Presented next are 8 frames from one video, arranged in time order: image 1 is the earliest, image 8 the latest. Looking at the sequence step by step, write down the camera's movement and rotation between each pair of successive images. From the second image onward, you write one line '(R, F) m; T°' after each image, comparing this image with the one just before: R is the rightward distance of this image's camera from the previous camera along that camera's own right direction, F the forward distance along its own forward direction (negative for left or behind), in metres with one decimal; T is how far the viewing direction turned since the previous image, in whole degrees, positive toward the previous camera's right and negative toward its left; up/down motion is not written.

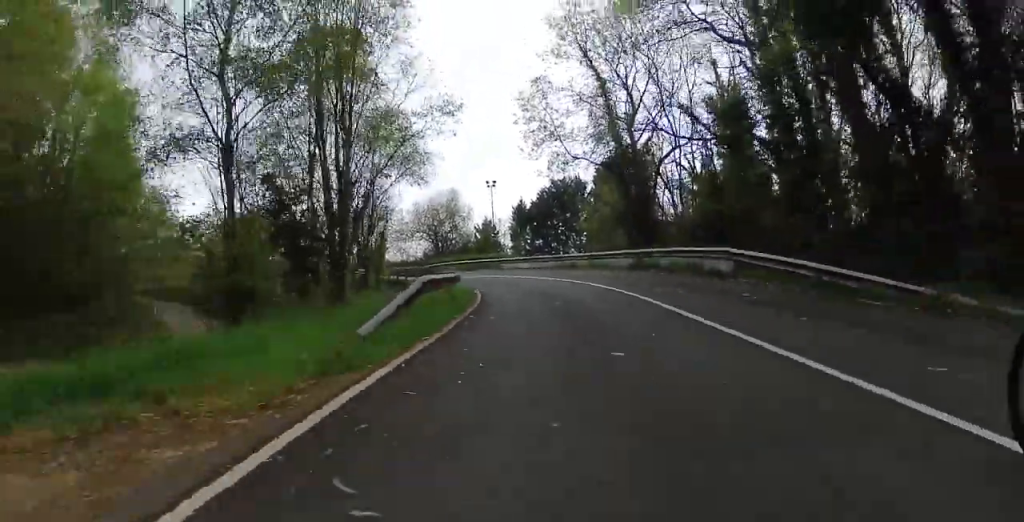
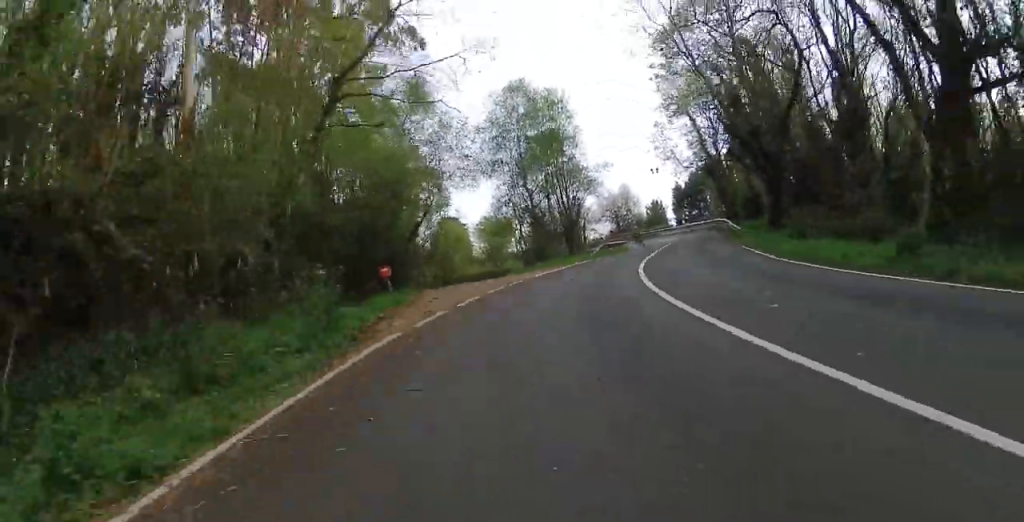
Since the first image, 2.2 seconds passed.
(+8.9, +21.0) m; +55°
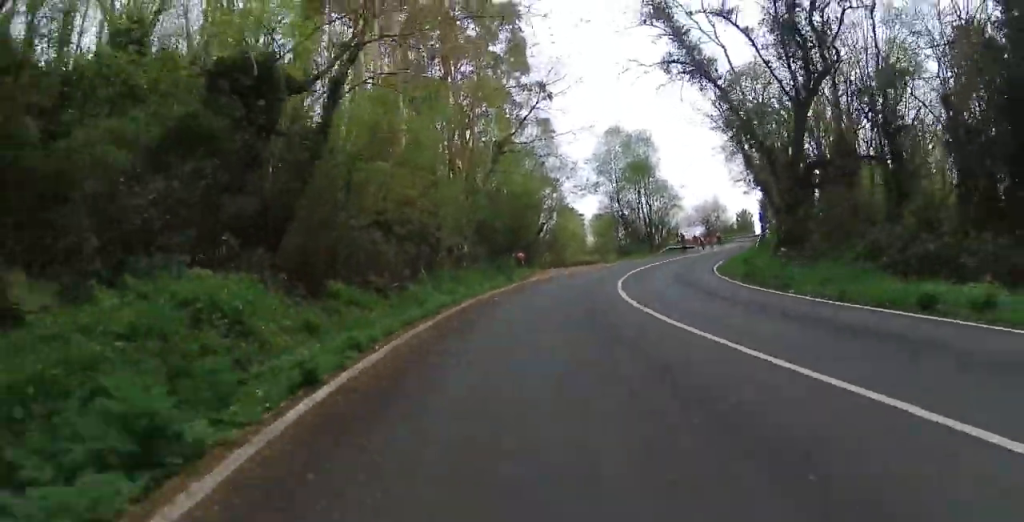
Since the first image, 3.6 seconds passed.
(+1.8, +17.7) m; +6°
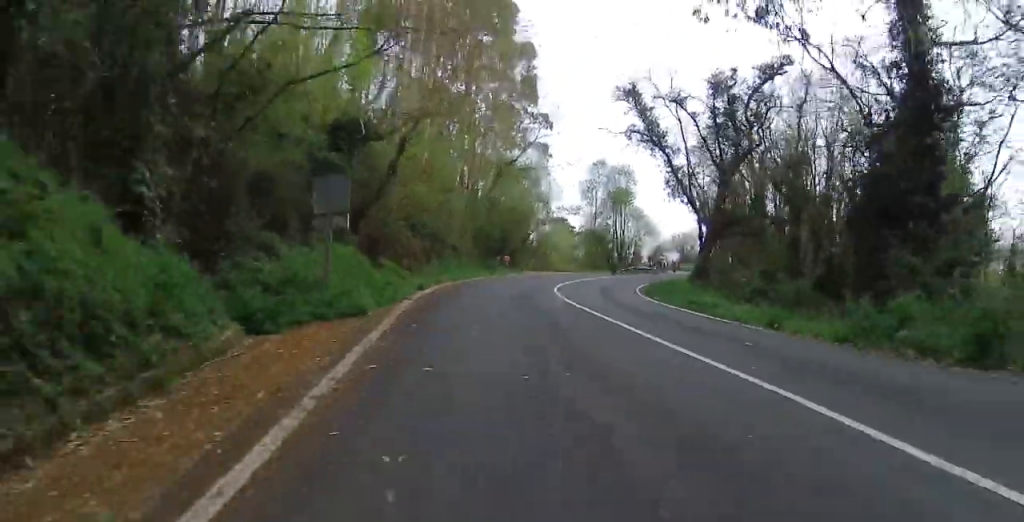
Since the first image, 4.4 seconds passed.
(0.0, +15.3) m; 0°
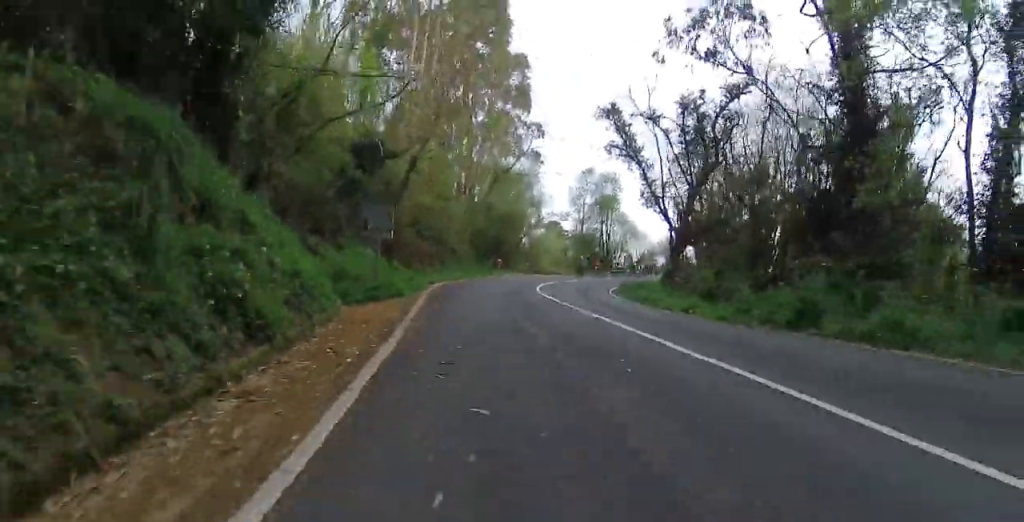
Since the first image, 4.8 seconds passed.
(0.0, +7.4) m; -2°
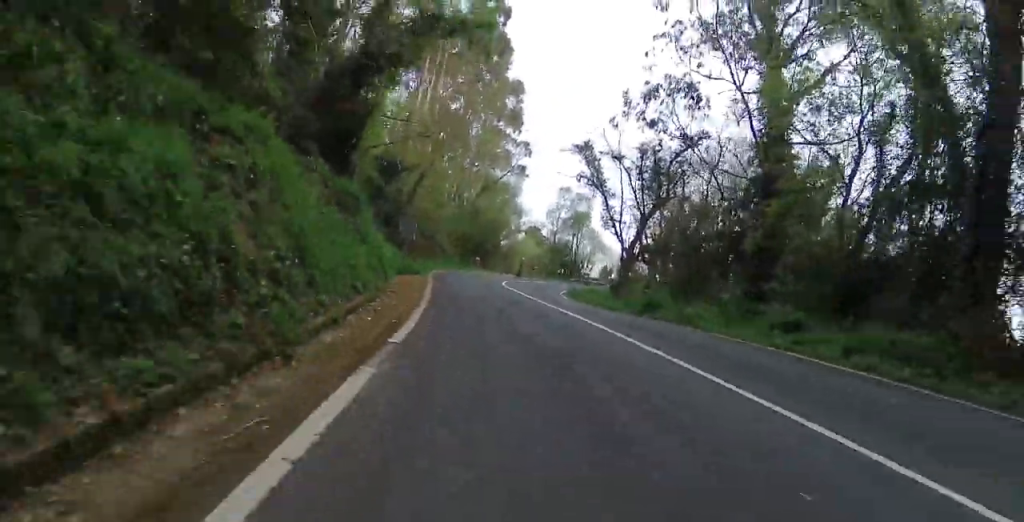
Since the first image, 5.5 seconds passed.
(+0.1, +12.5) m; -4°
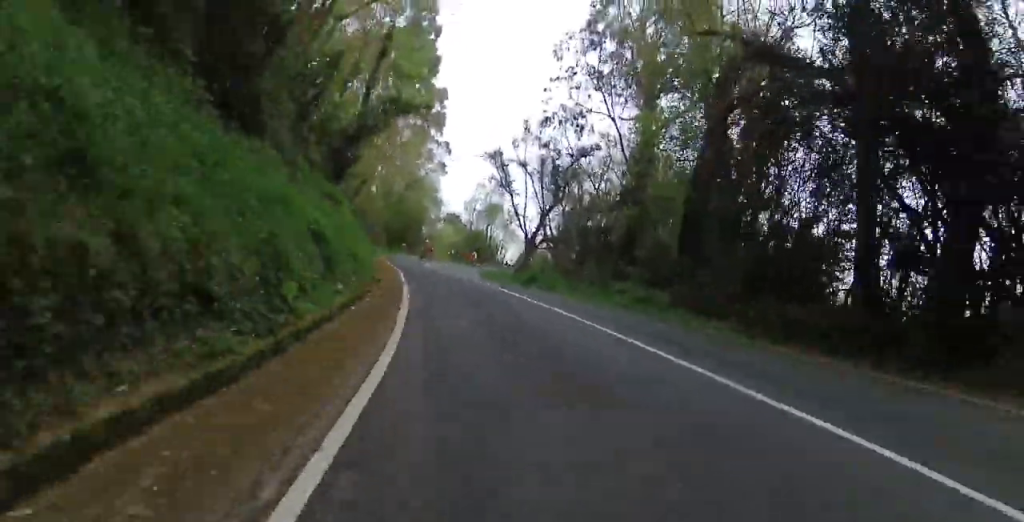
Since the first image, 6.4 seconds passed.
(-1.0, +12.7) m; -12°
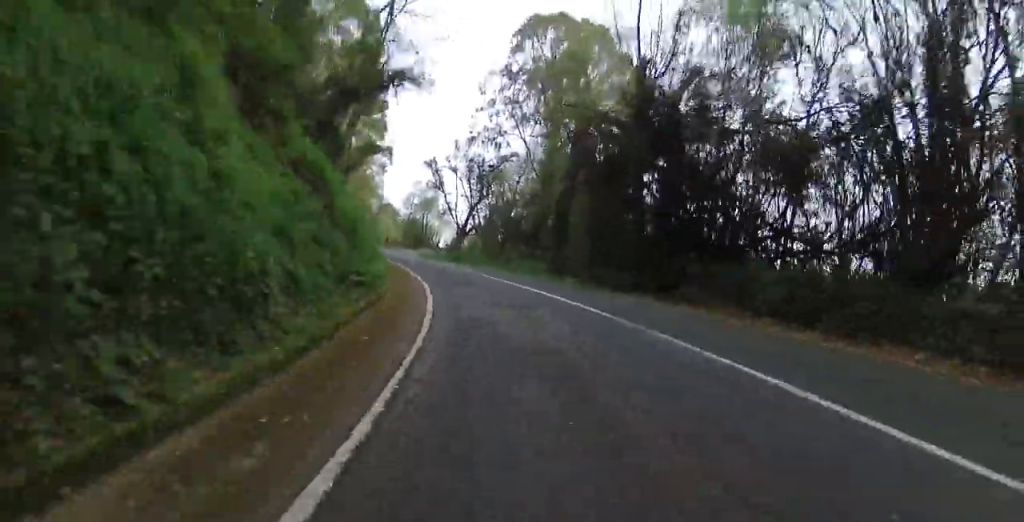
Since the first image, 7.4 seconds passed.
(-2.1, +14.3) m; -7°
